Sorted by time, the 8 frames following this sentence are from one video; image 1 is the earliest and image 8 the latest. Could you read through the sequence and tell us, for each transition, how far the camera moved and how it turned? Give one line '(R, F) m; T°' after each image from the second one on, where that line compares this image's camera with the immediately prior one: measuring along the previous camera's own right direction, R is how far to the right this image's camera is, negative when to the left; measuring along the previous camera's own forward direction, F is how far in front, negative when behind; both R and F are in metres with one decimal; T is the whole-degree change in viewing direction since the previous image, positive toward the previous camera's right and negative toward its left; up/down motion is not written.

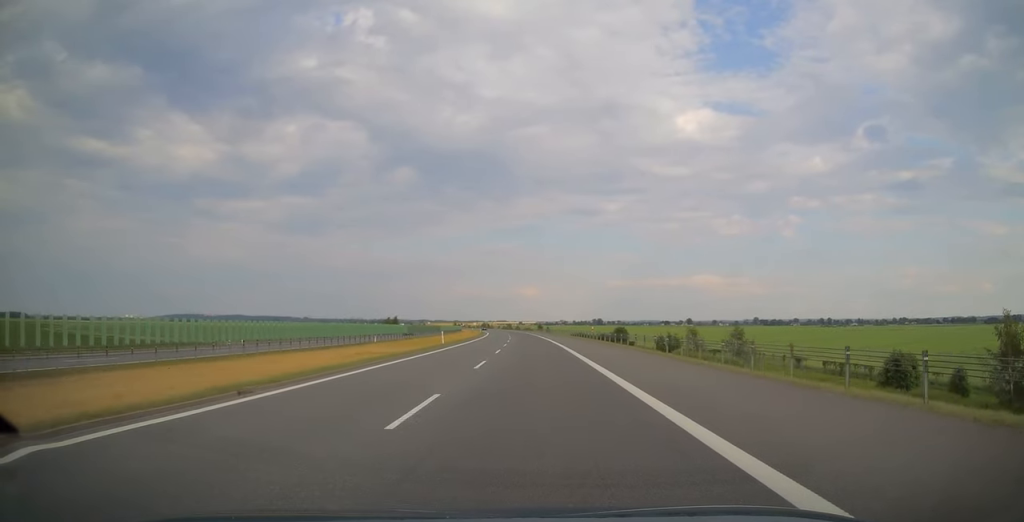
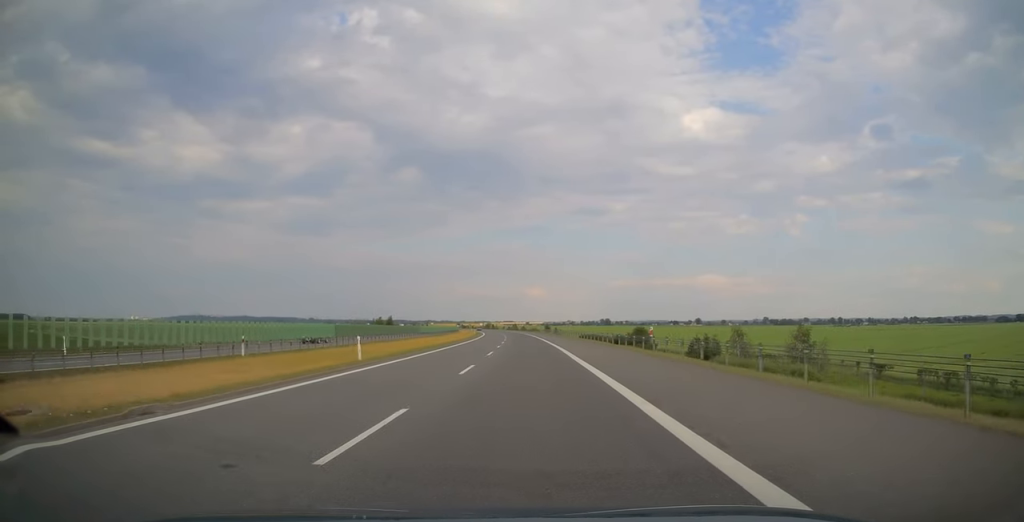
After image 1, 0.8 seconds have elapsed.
(-0.1, +25.9) m; -1°
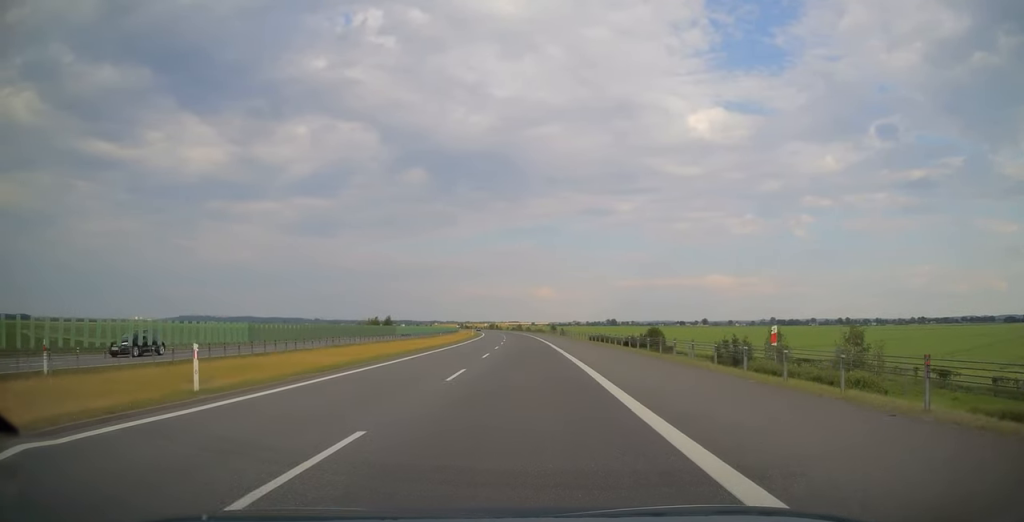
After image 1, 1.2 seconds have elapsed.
(-0.3, +14.0) m; -1°
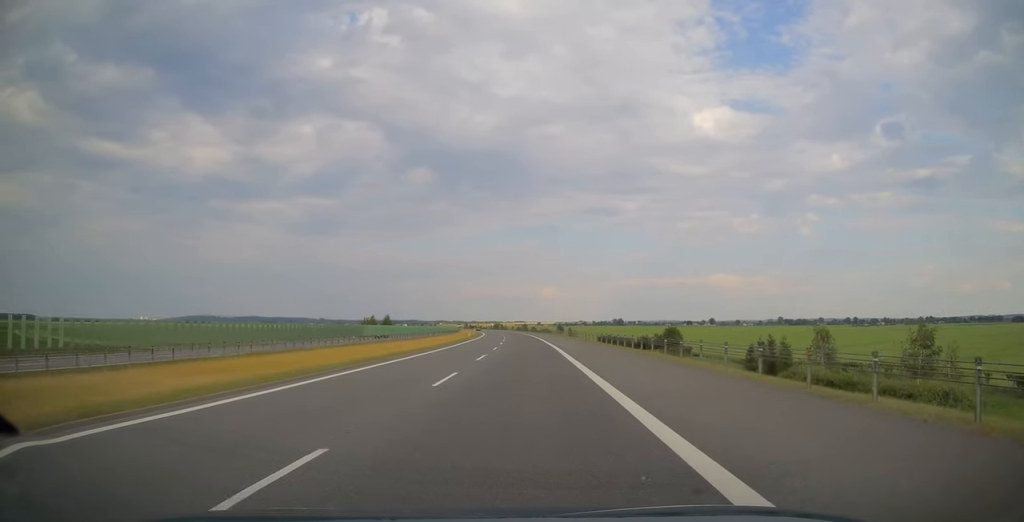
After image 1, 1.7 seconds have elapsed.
(-0.1, +13.5) m; -1°
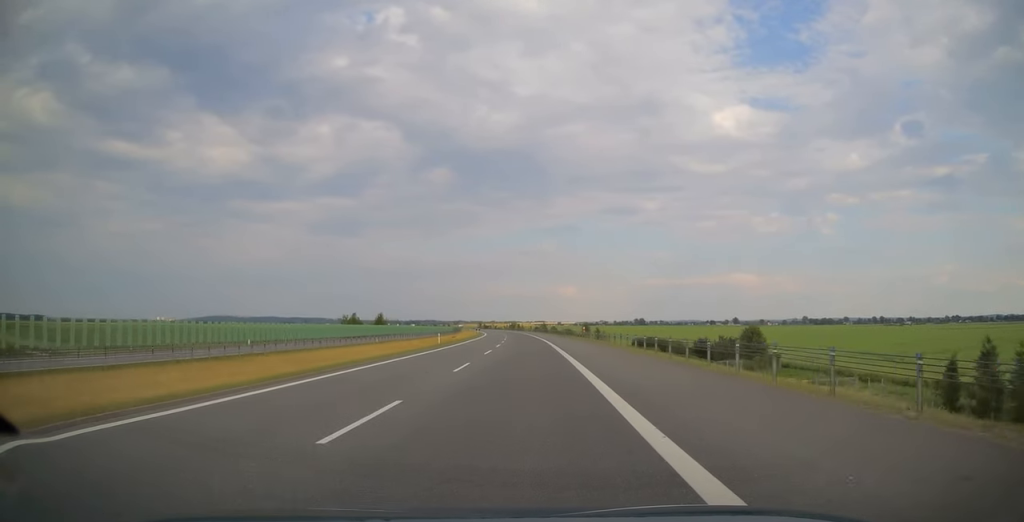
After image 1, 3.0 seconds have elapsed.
(-0.1, +43.2) m; -1°
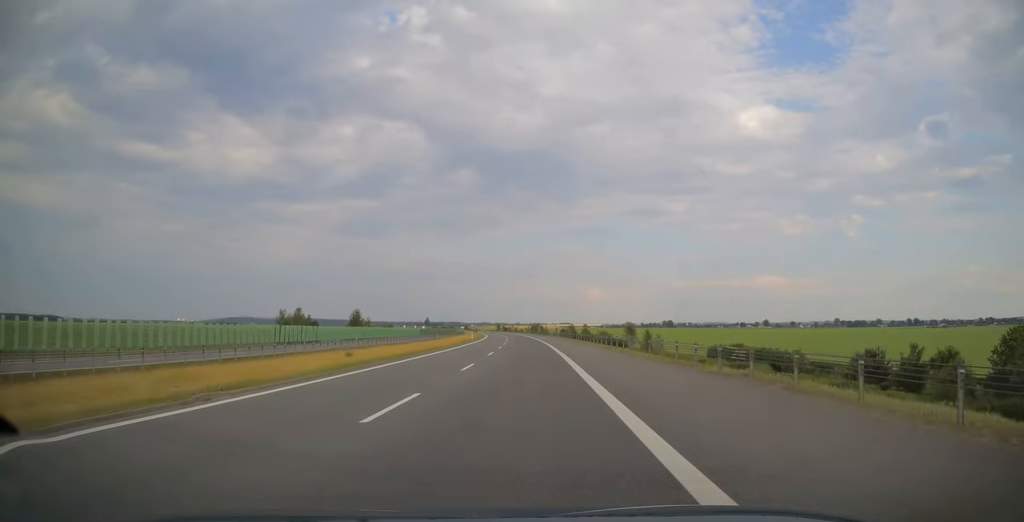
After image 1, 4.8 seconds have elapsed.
(-1.6, +57.7) m; -3°
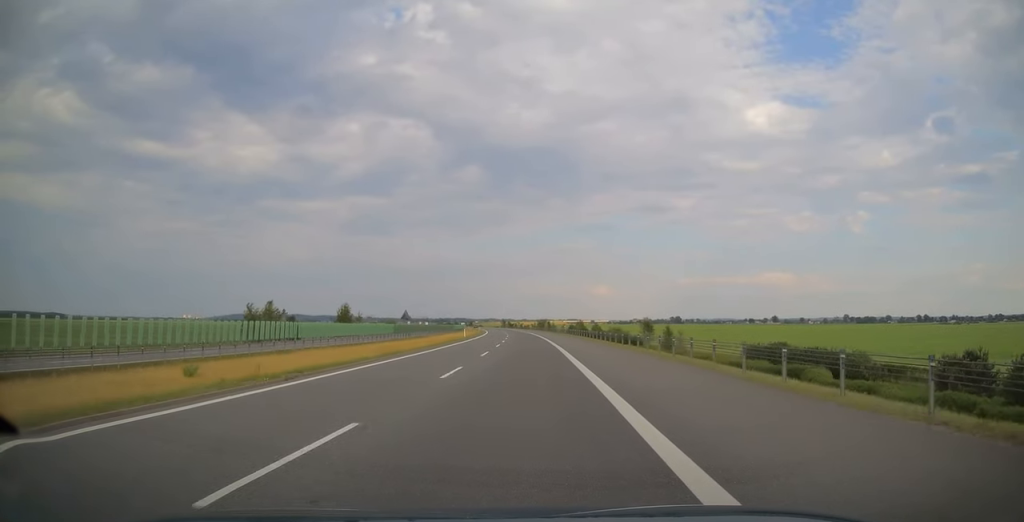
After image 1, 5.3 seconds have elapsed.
(+0.1, +16.7) m; 0°
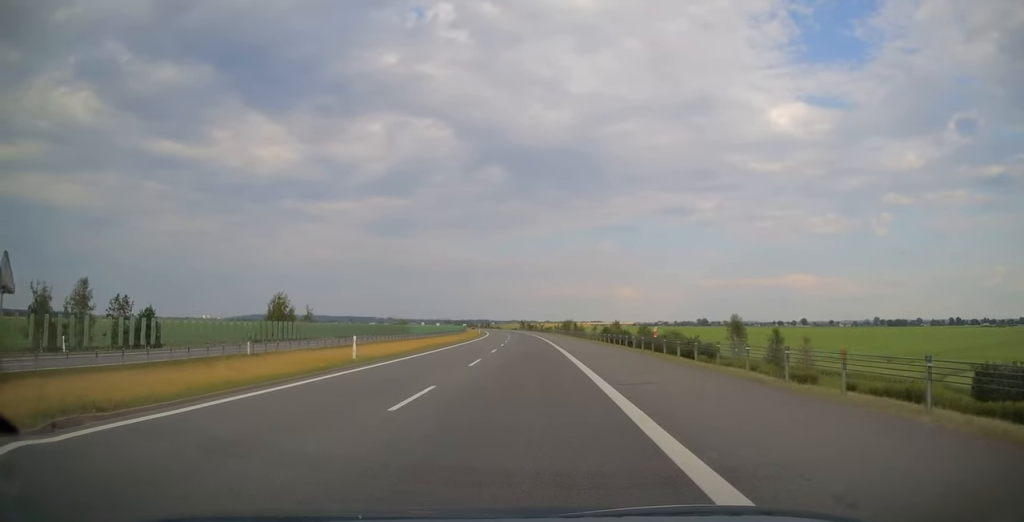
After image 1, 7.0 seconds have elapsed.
(-1.1, +53.9) m; -2°
